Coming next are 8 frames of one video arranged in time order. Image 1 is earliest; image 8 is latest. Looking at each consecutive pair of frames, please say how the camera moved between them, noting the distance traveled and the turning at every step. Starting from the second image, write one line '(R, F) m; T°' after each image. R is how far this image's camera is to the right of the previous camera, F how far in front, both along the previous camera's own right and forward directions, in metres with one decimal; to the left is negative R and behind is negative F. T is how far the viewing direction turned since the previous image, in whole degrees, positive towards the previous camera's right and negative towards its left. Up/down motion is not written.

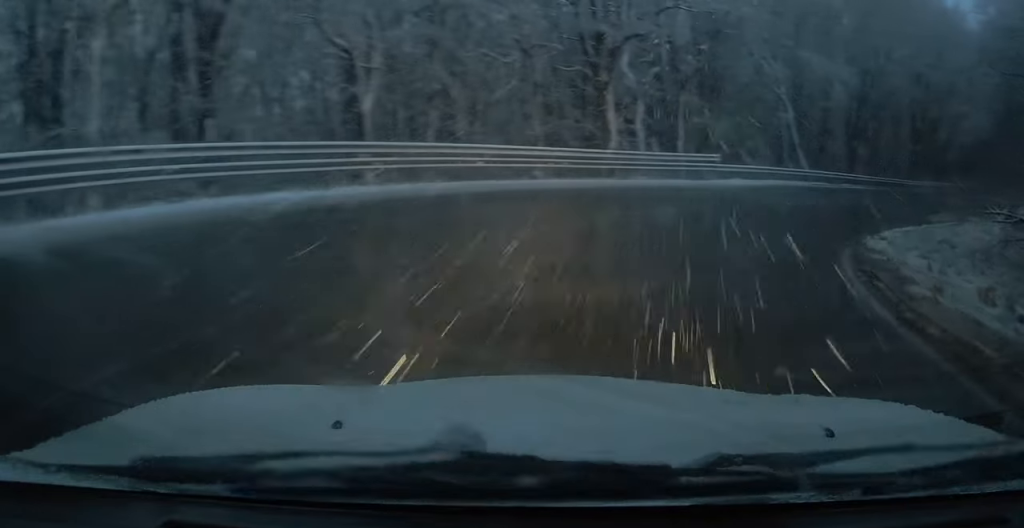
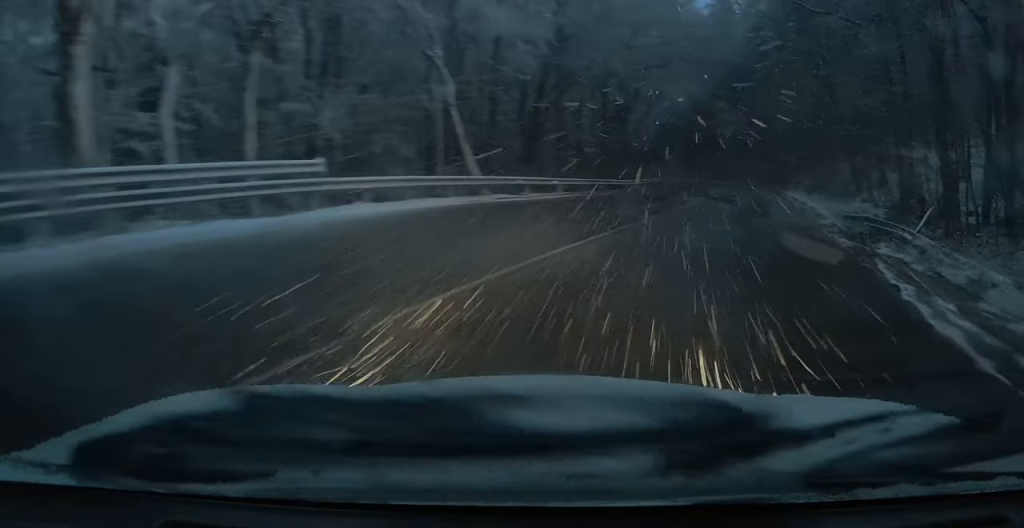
(+2.9, +11.1) m; +34°
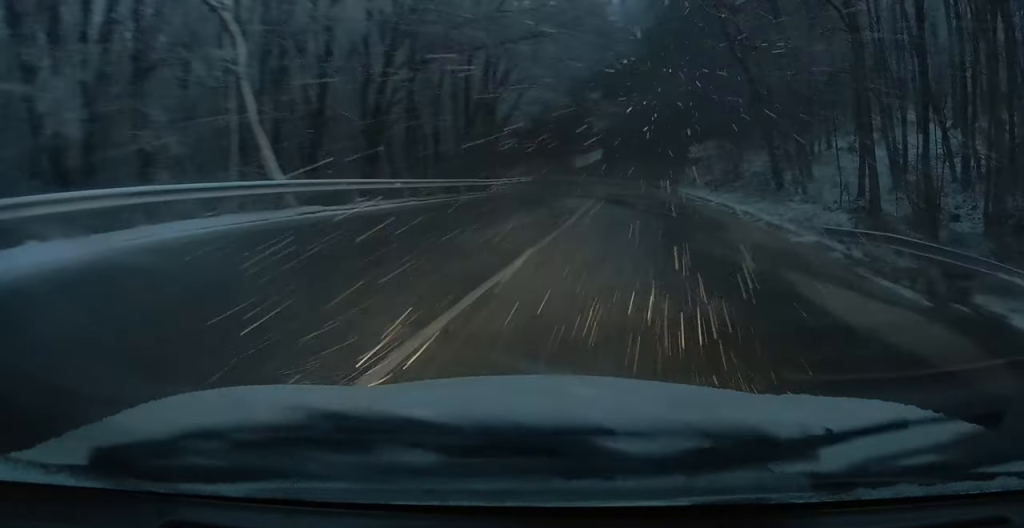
(+0.9, +5.1) m; +15°
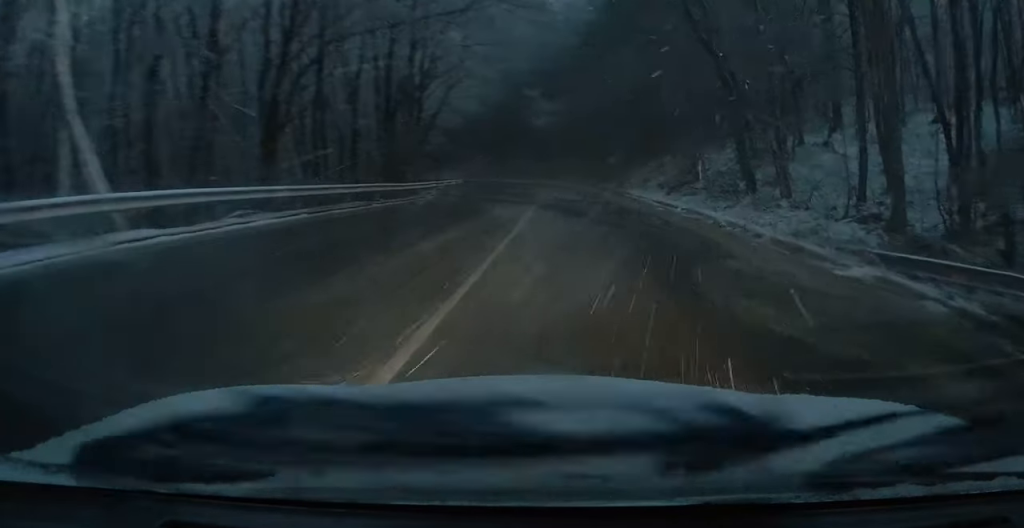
(+0.3, +3.7) m; +7°
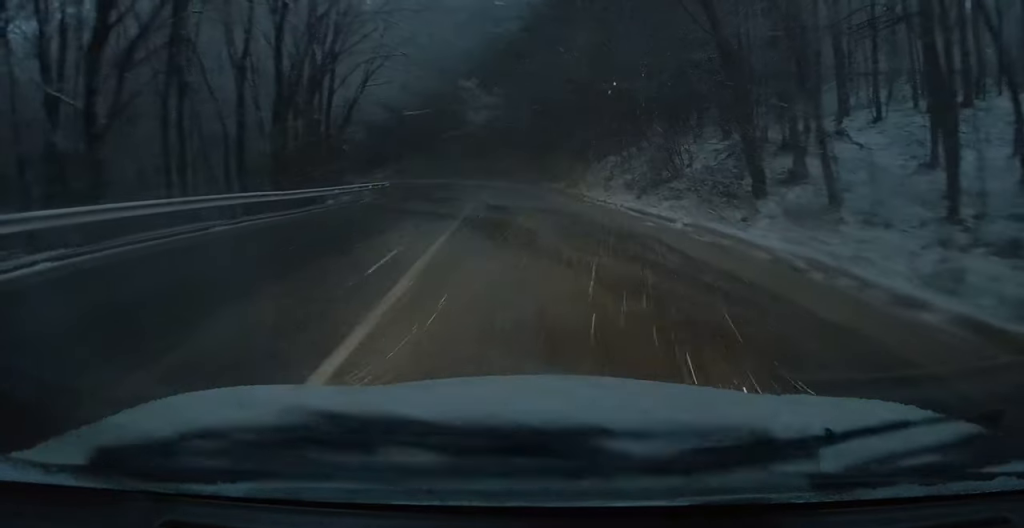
(+0.3, +7.5) m; +3°
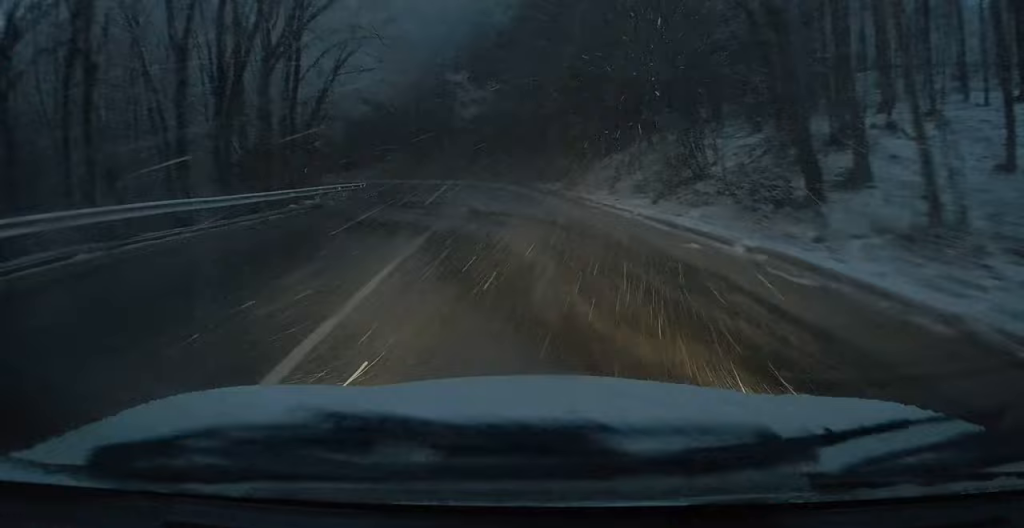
(+0.1, +5.4) m; +1°
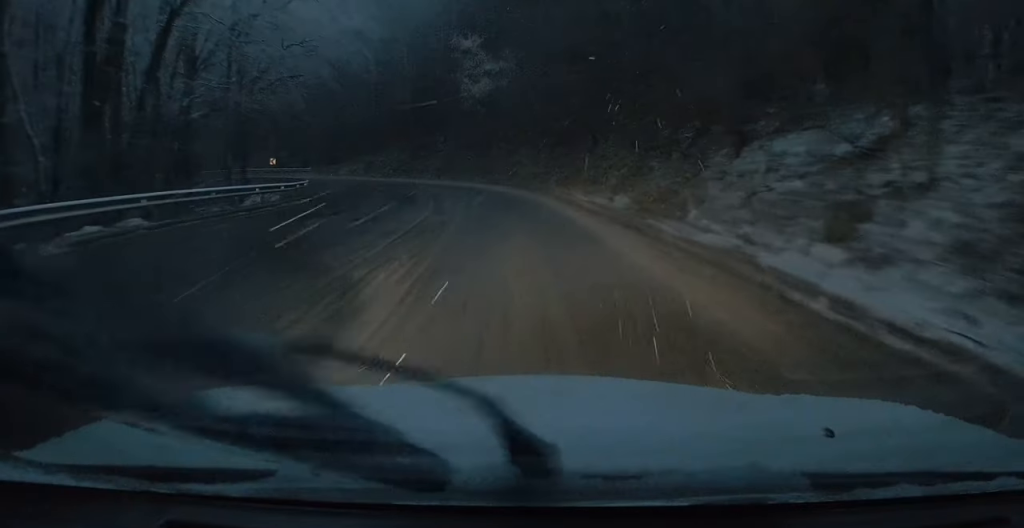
(+0.3, +21.2) m; +1°
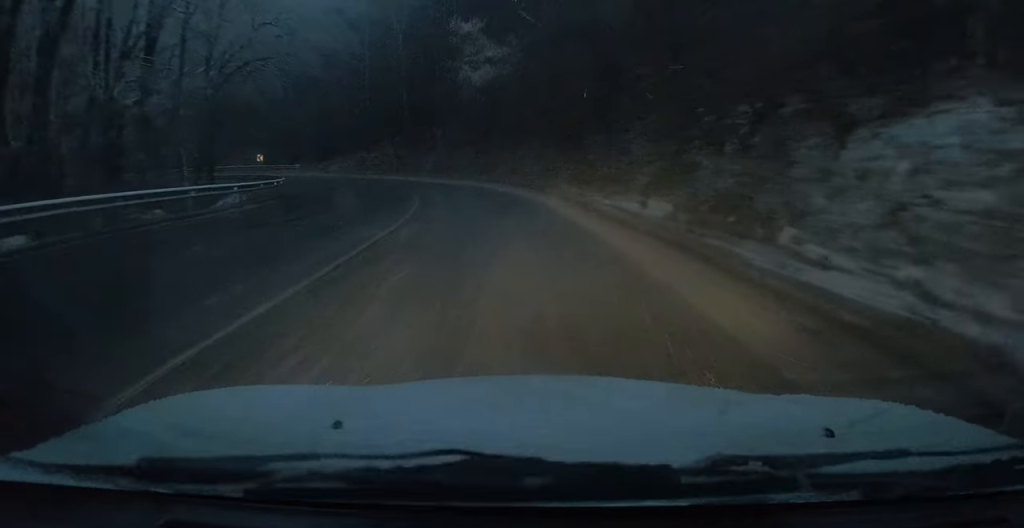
(0.0, +5.7) m; 0°
